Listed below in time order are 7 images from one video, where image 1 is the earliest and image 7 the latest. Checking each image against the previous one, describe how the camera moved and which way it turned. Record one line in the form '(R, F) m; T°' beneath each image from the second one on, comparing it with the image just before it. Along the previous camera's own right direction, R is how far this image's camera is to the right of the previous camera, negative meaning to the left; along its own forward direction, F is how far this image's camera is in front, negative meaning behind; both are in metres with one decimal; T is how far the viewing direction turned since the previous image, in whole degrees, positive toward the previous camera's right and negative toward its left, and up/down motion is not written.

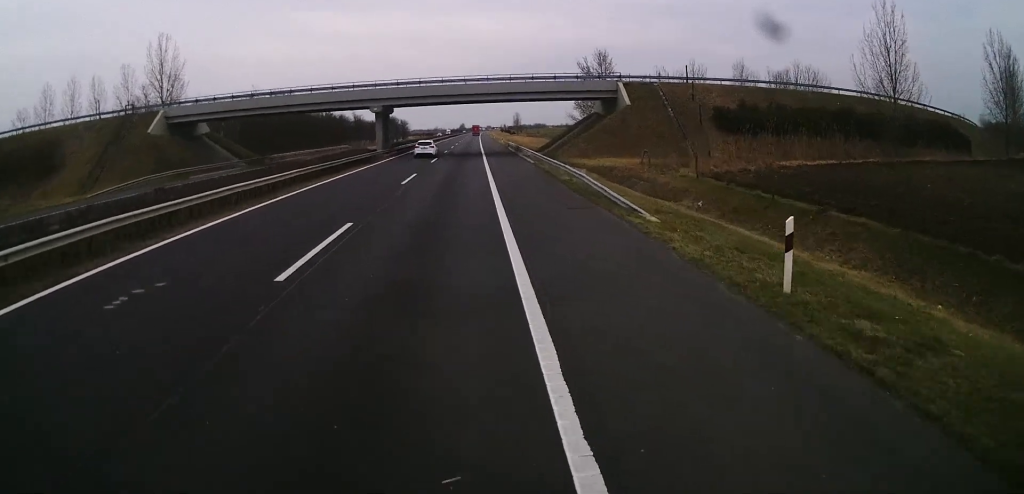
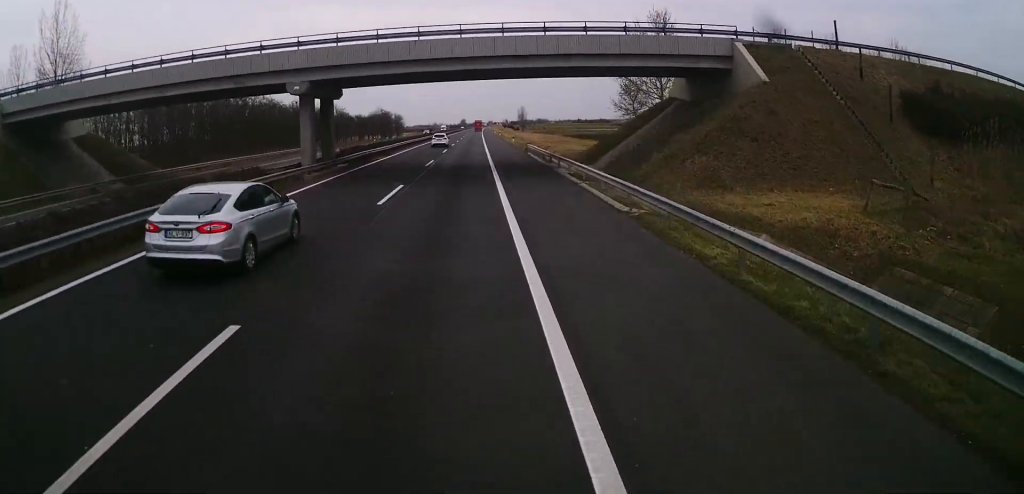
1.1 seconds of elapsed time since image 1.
(+0.1, +26.3) m; +1°
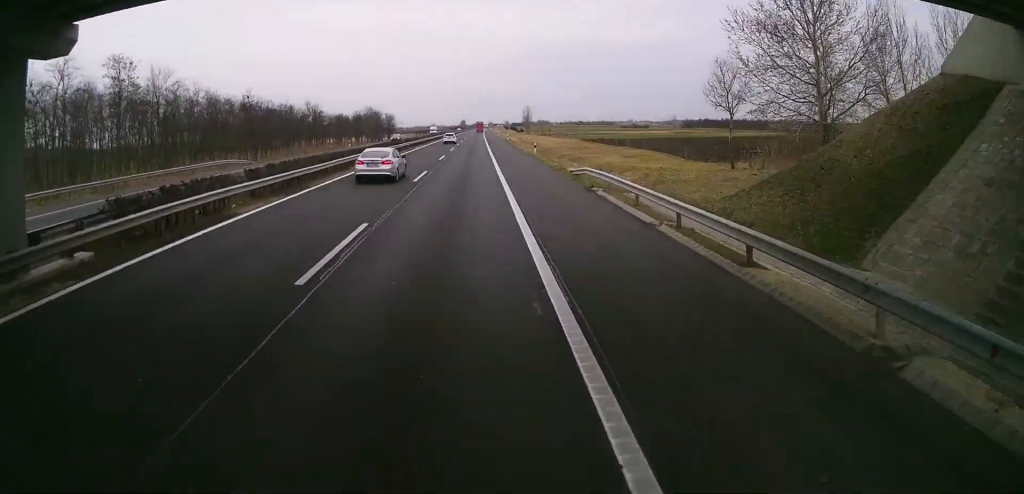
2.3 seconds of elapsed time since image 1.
(+0.3, +27.8) m; 0°
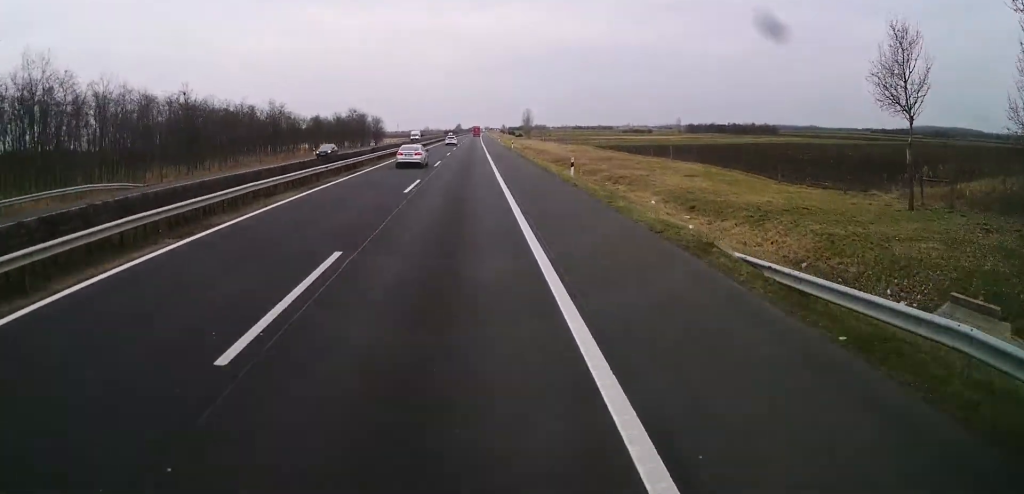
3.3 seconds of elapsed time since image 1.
(-0.3, +21.7) m; -1°
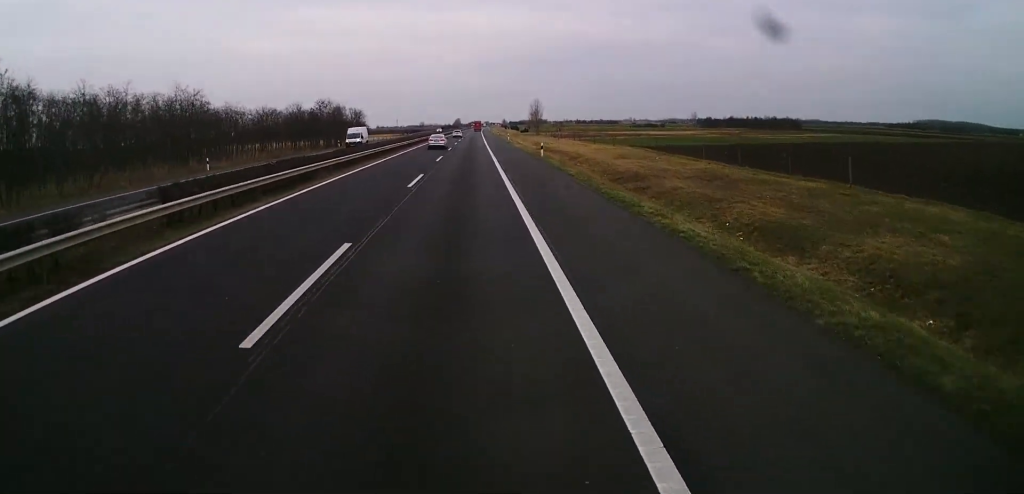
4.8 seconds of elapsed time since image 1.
(0.0, +35.6) m; 0°
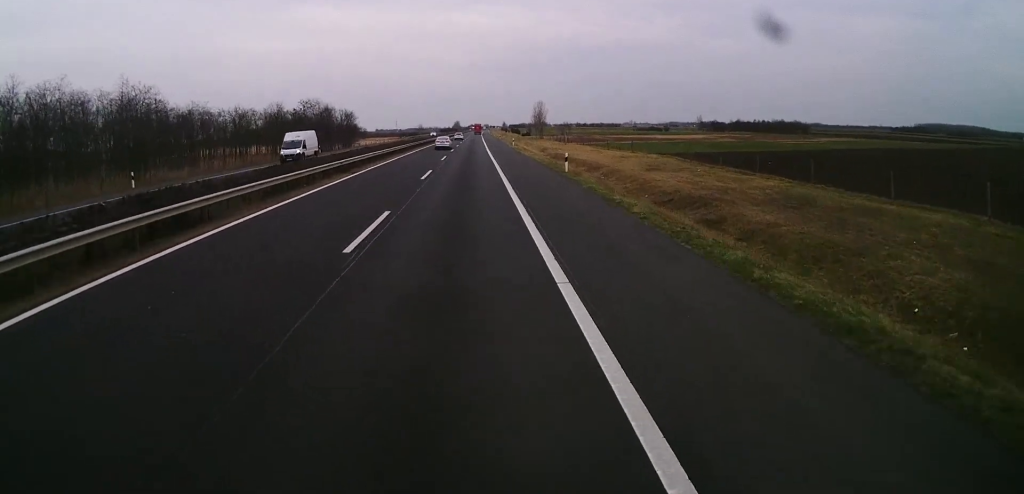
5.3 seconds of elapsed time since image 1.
(-0.1, +12.4) m; 0°
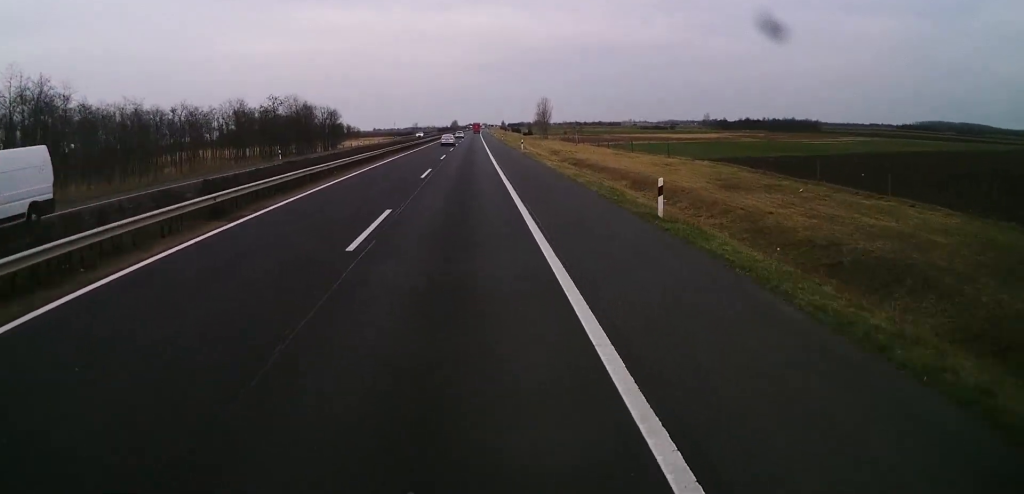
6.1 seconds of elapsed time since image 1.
(+0.2, +17.8) m; 0°
